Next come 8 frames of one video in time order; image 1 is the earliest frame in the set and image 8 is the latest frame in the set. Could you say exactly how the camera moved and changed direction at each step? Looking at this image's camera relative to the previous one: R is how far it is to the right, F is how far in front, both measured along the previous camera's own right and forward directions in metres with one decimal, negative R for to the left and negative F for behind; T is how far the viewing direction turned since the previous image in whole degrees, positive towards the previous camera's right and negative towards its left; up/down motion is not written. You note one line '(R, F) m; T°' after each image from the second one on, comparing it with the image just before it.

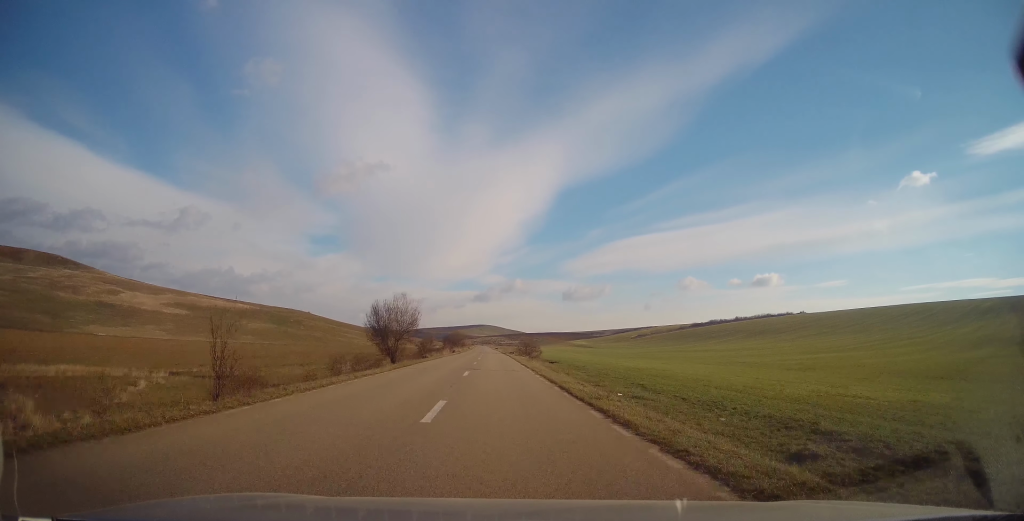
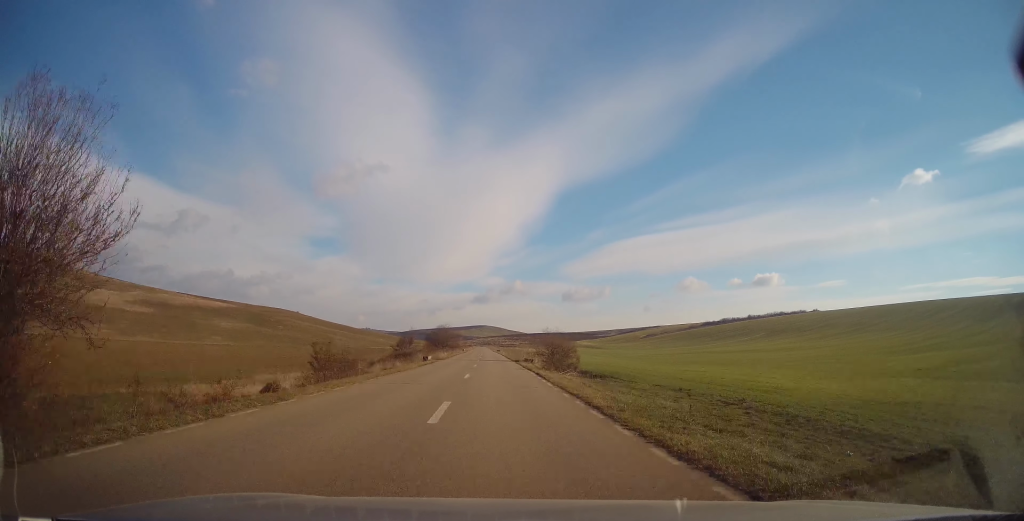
(-0.5, +35.3) m; -1°
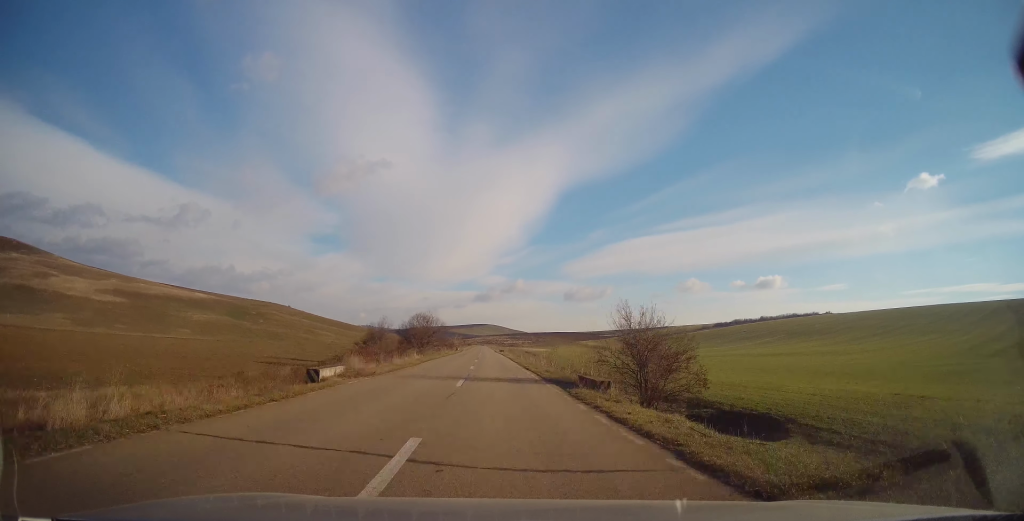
(0.0, +29.0) m; 0°
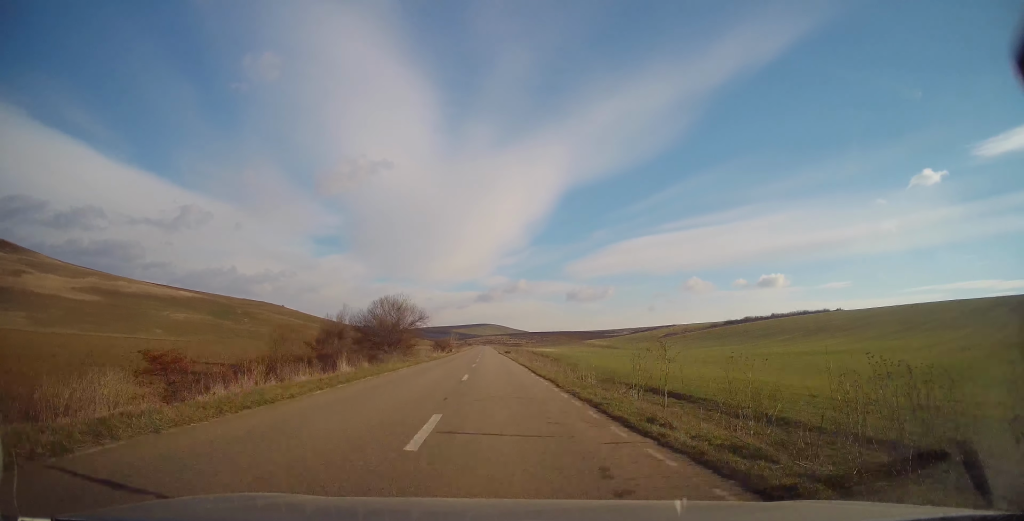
(0.0, +21.7) m; +1°
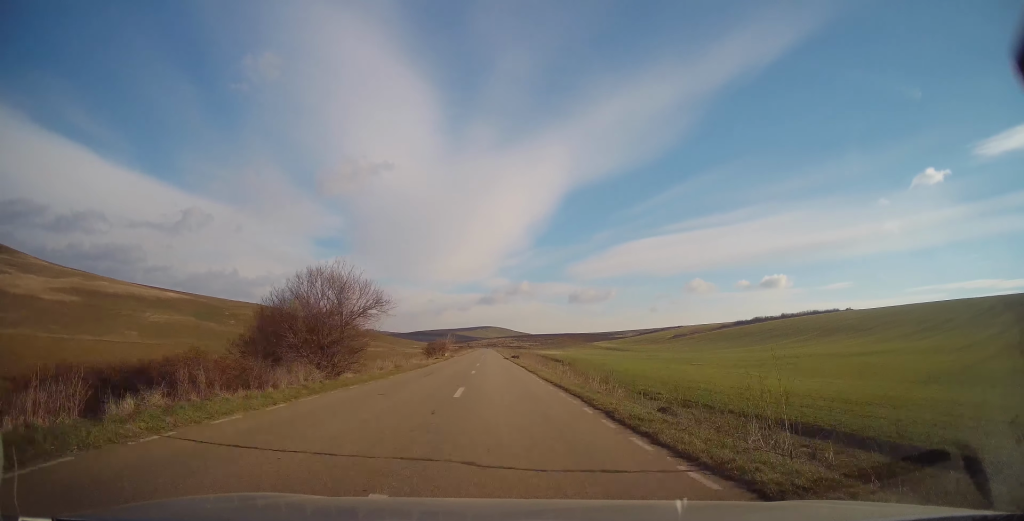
(+0.3, +16.1) m; -1°
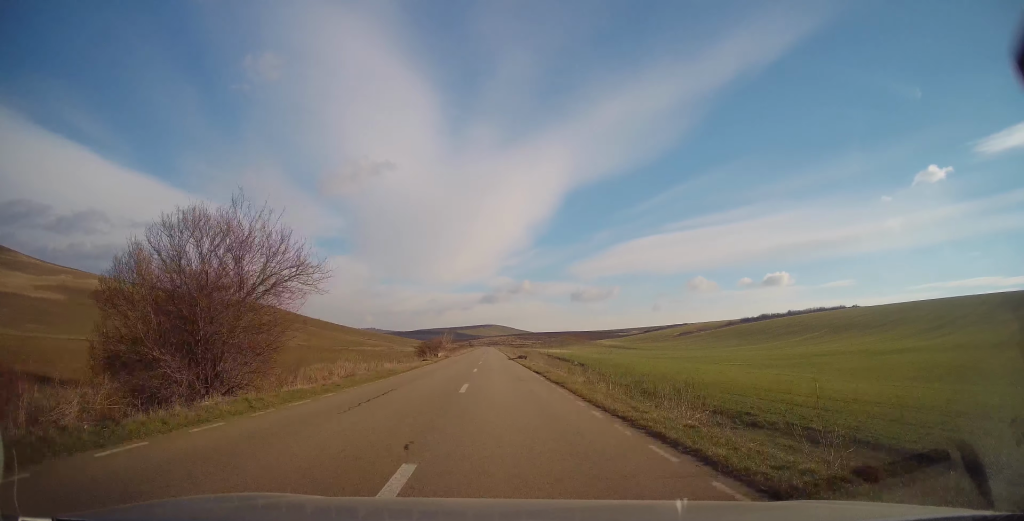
(+0.1, +10.8) m; 0°
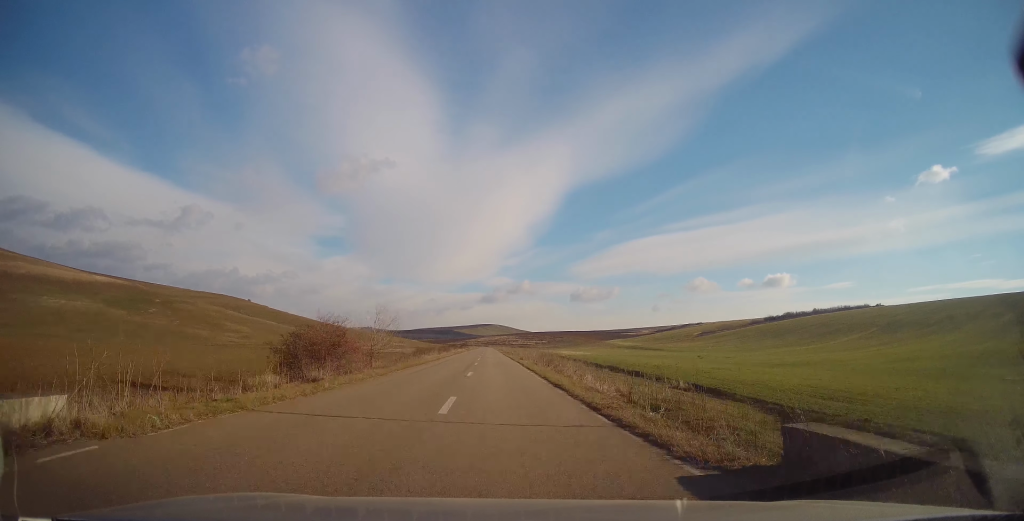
(0.0, +52.7) m; 0°
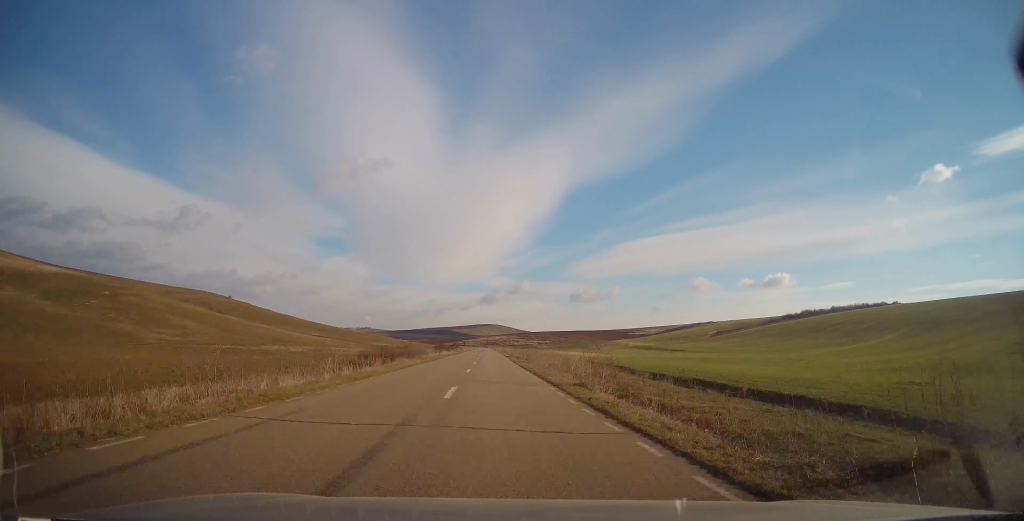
(-0.6, +33.1) m; 0°
